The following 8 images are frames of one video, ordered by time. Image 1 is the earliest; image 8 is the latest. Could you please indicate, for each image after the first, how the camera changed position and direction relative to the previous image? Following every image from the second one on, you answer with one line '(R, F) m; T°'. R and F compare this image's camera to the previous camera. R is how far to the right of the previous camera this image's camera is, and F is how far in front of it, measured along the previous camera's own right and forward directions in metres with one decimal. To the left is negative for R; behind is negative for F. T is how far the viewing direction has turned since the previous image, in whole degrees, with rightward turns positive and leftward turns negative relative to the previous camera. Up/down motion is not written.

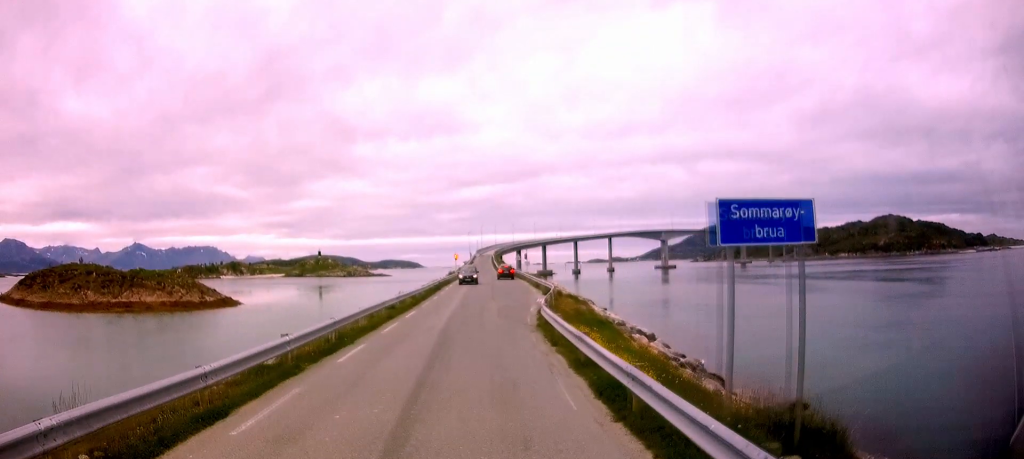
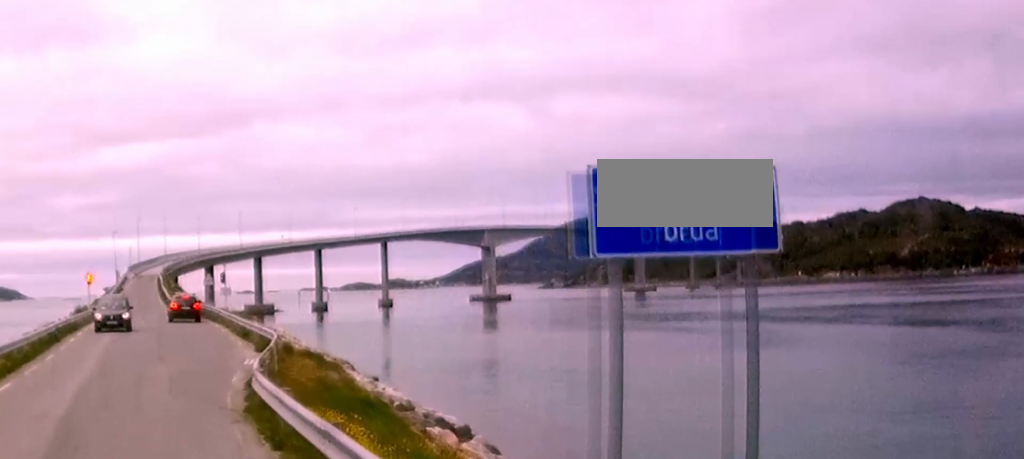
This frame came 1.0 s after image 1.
(0.0, +2.4) m; 0°
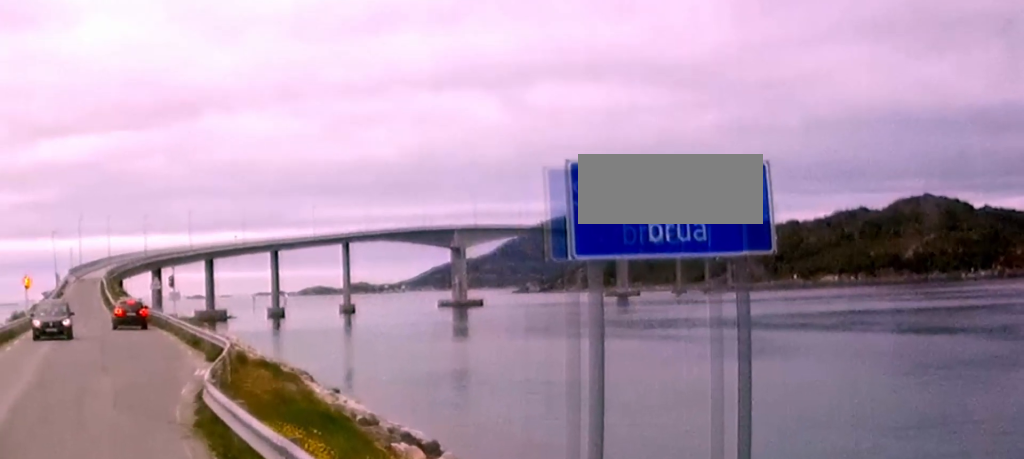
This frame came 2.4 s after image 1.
(0.0, +2.7) m; 0°
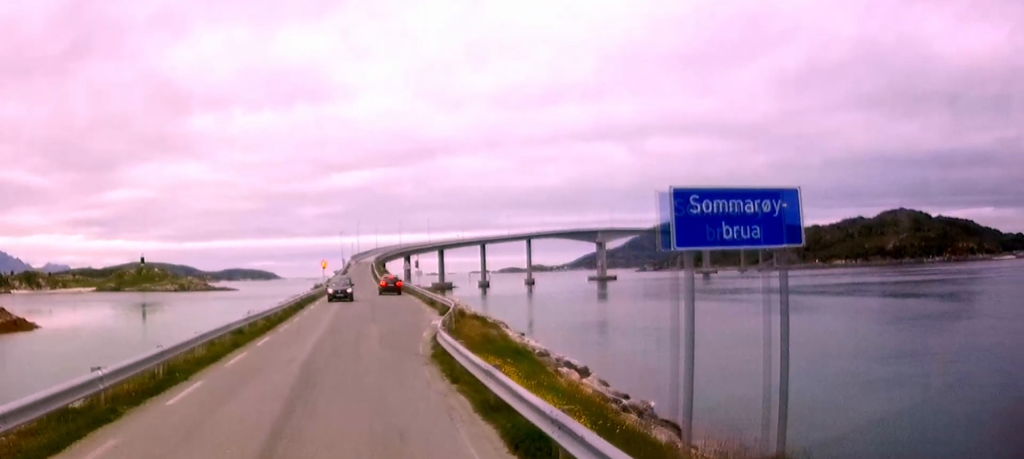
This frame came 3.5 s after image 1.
(0.0, +2.8) m; 0°
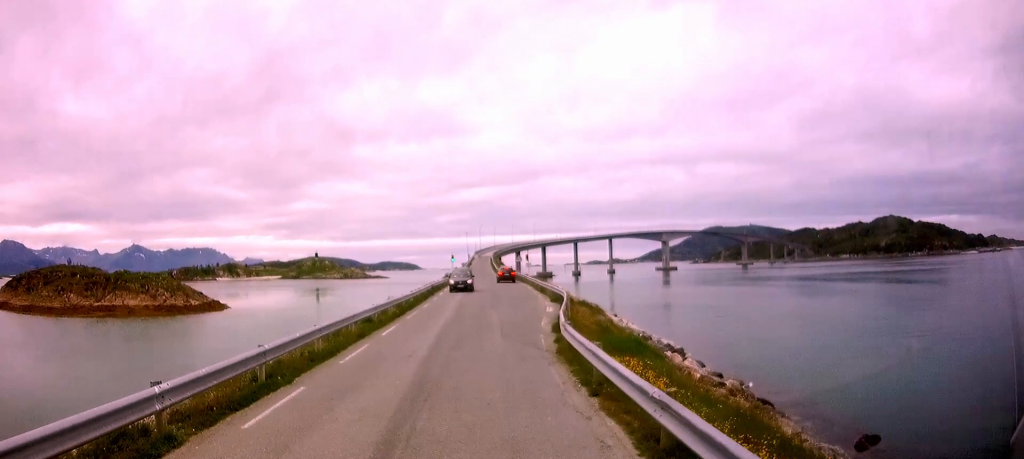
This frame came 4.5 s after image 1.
(0.0, +4.2) m; 0°
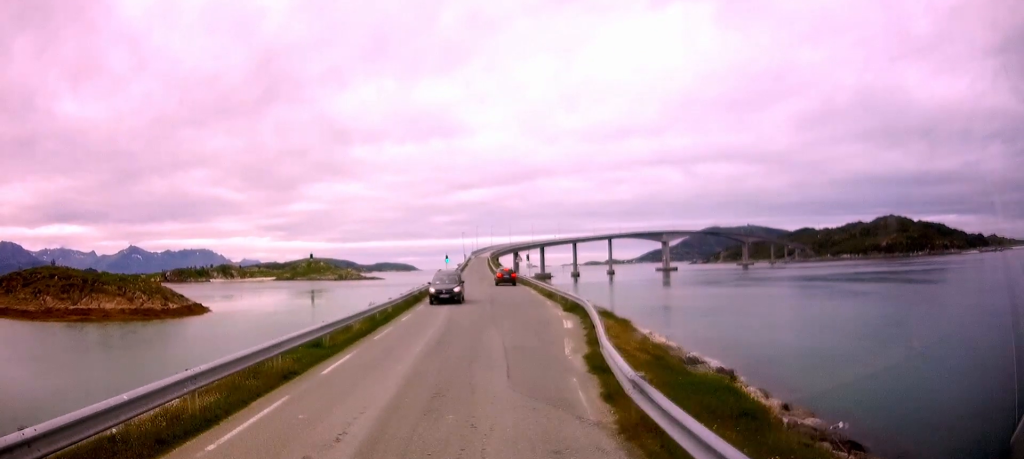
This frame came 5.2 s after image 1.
(0.0, +4.7) m; 0°
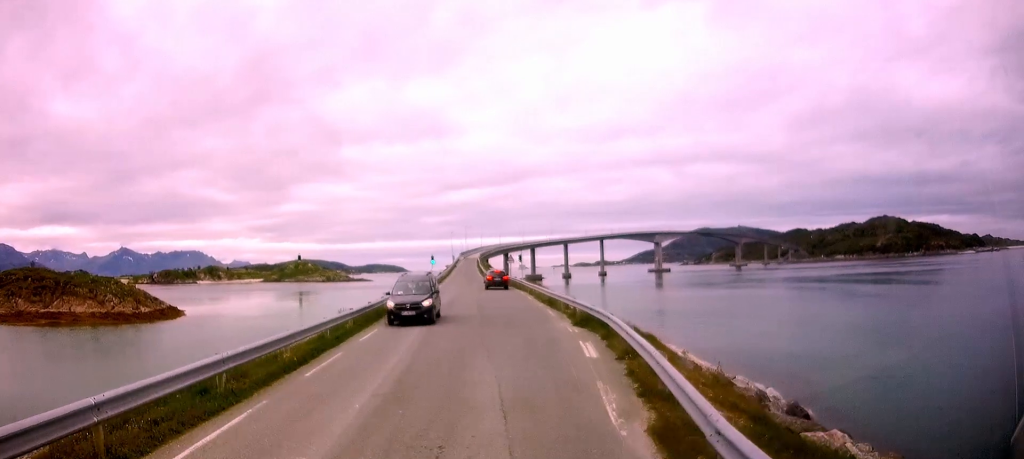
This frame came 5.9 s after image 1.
(0.0, +5.0) m; +1°
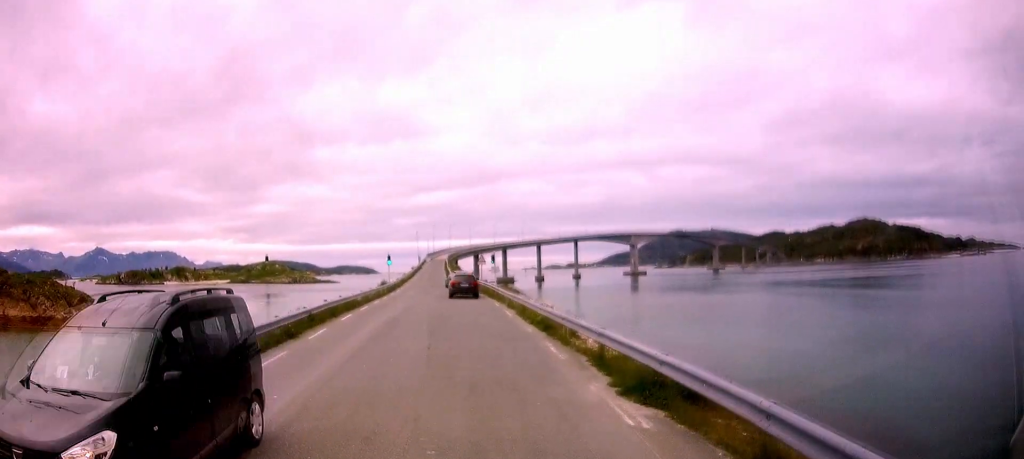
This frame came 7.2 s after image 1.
(+0.2, +11.2) m; +3°
